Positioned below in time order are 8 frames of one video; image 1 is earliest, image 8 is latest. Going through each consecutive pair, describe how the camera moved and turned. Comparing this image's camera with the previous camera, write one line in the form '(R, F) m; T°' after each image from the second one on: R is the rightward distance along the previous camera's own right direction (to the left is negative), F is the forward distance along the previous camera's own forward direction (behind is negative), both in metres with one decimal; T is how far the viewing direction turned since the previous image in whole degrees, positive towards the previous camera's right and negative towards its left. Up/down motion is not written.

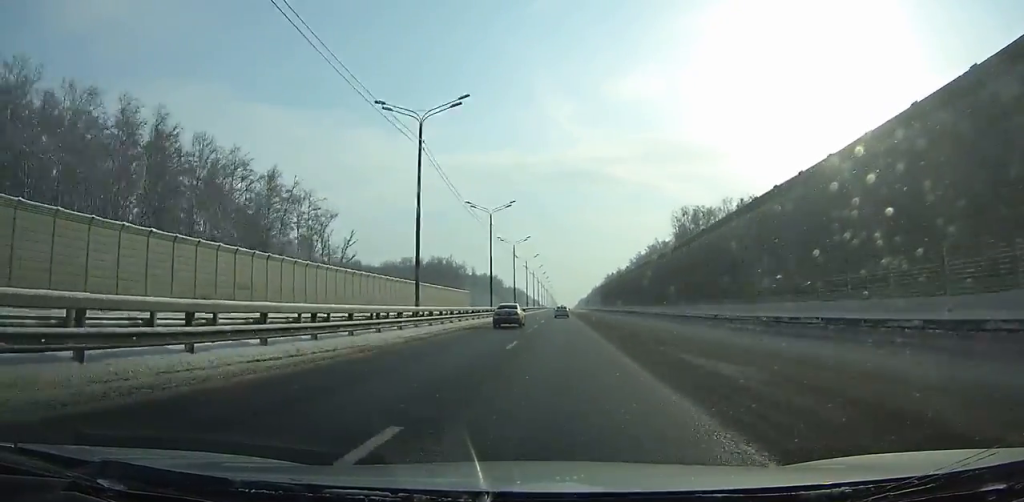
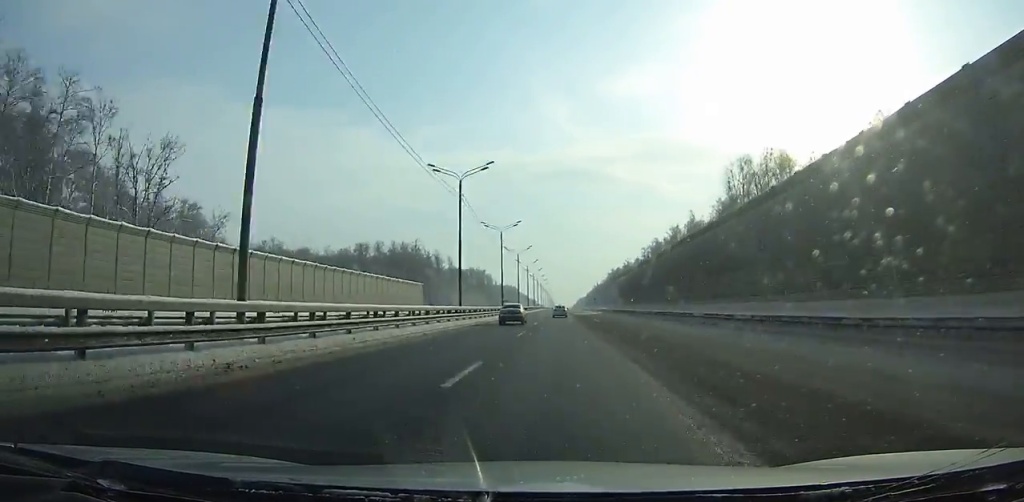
(0.0, +57.2) m; 0°
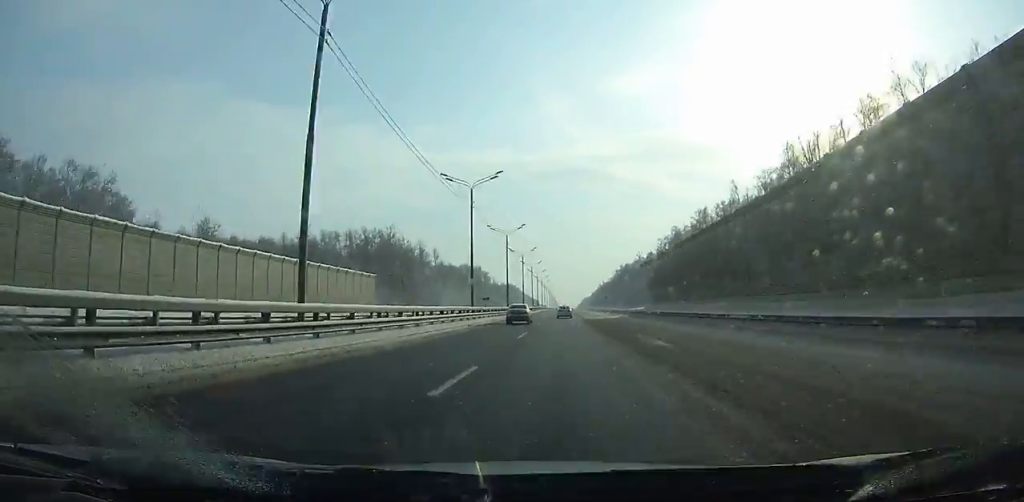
(-0.1, +32.6) m; 0°
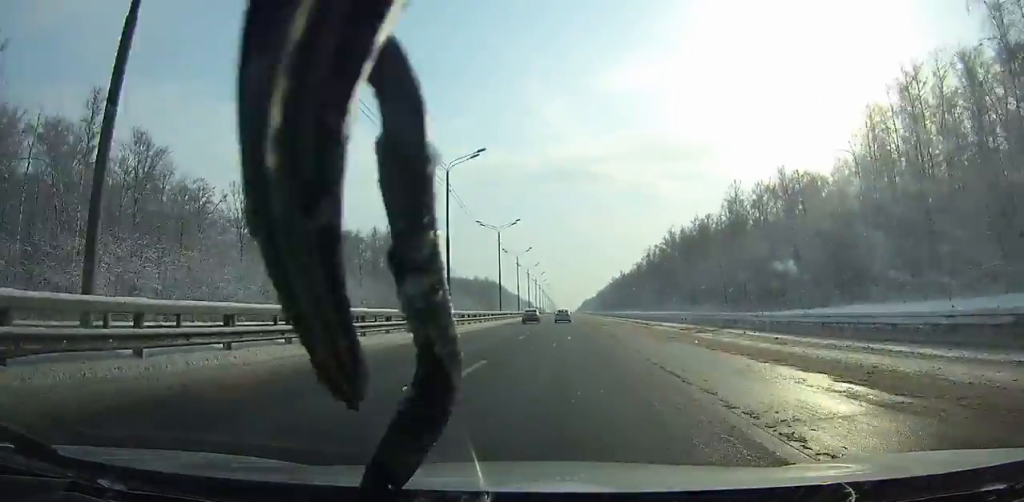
(0.0, +155.0) m; 0°
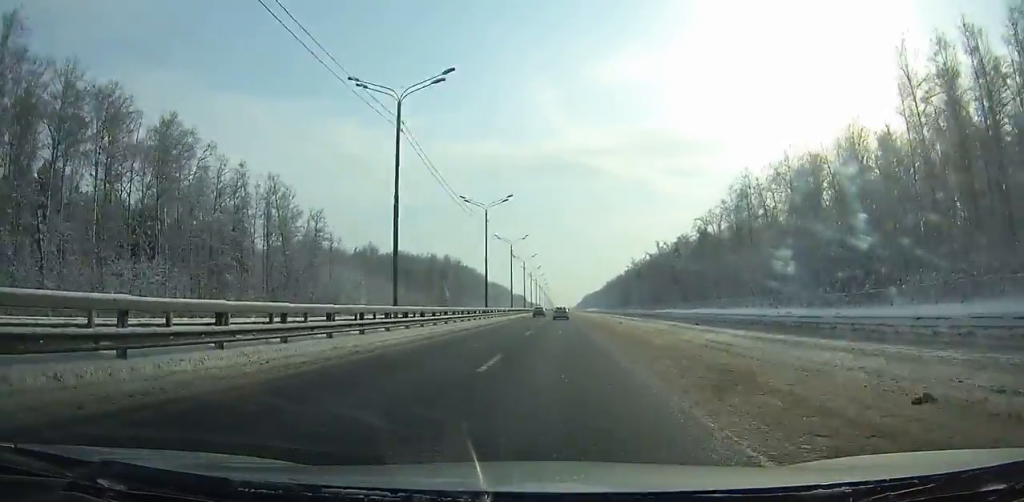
(-0.5, +128.1) m; 0°
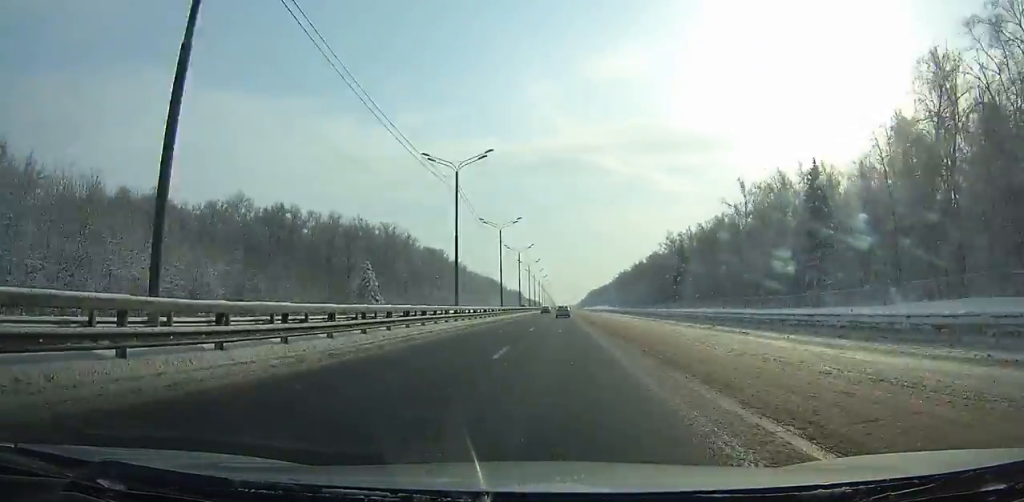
(-0.1, +92.5) m; 0°
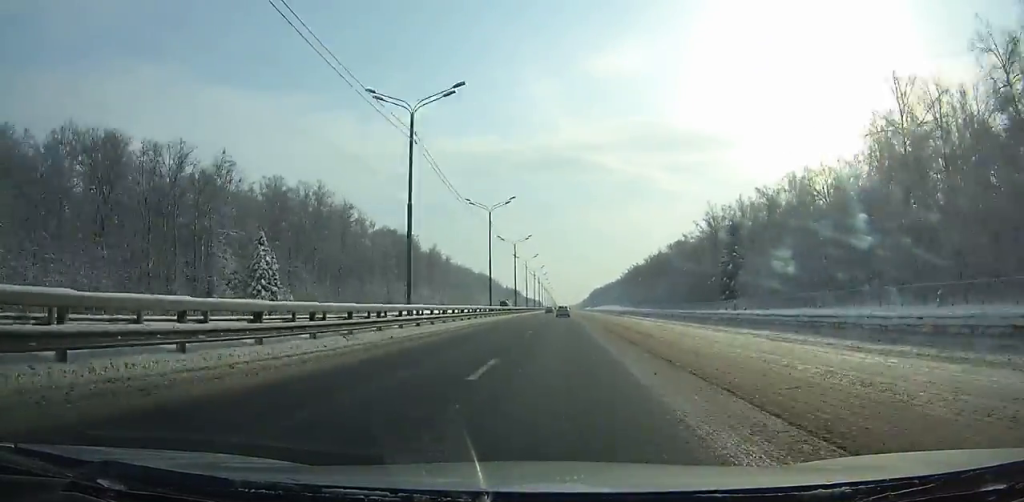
(+0.1, +52.4) m; 0°
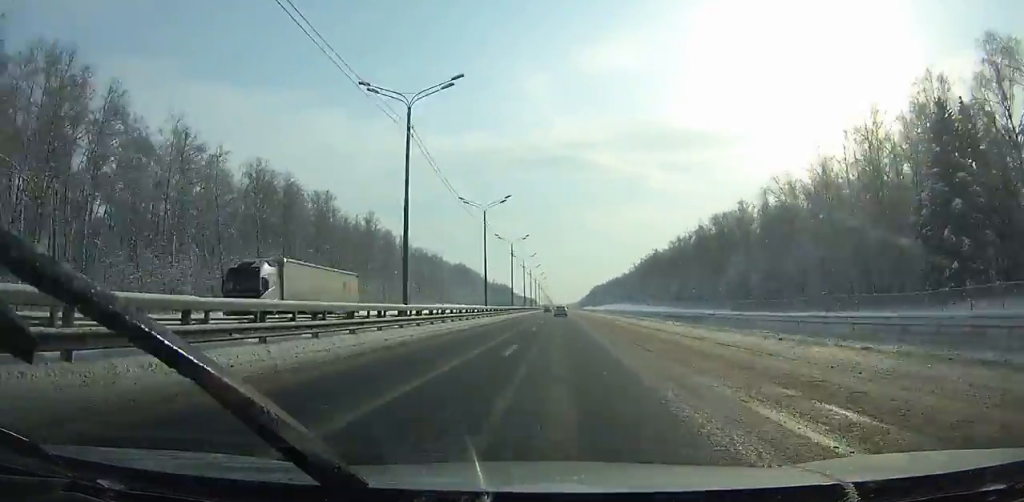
(+0.1, +75.0) m; 0°
